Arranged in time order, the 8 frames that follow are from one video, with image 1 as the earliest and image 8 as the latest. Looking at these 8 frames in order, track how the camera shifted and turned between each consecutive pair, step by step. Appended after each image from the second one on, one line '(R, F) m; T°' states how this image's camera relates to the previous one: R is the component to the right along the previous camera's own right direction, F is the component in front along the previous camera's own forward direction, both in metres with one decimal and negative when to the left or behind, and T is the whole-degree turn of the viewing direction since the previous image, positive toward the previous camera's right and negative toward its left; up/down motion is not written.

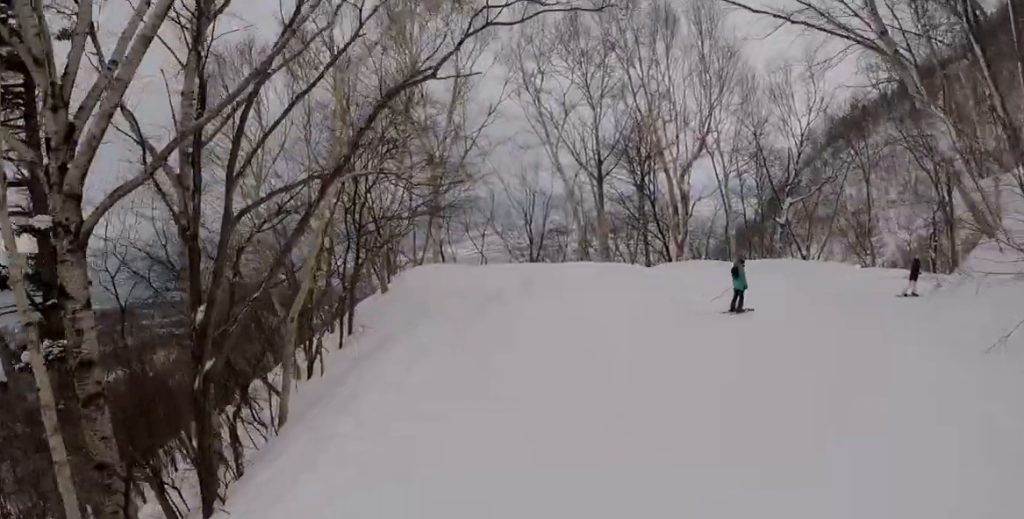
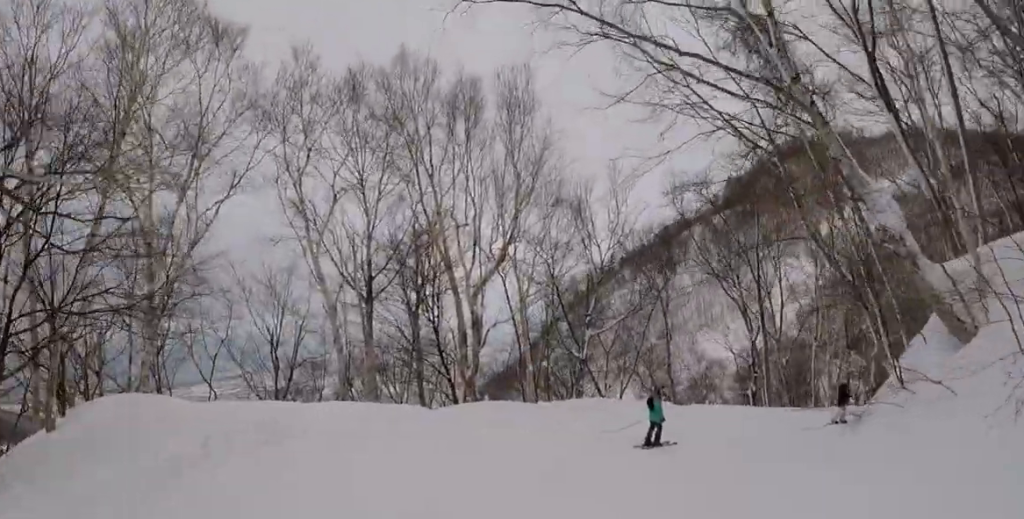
(+0.1, +6.3) m; +15°
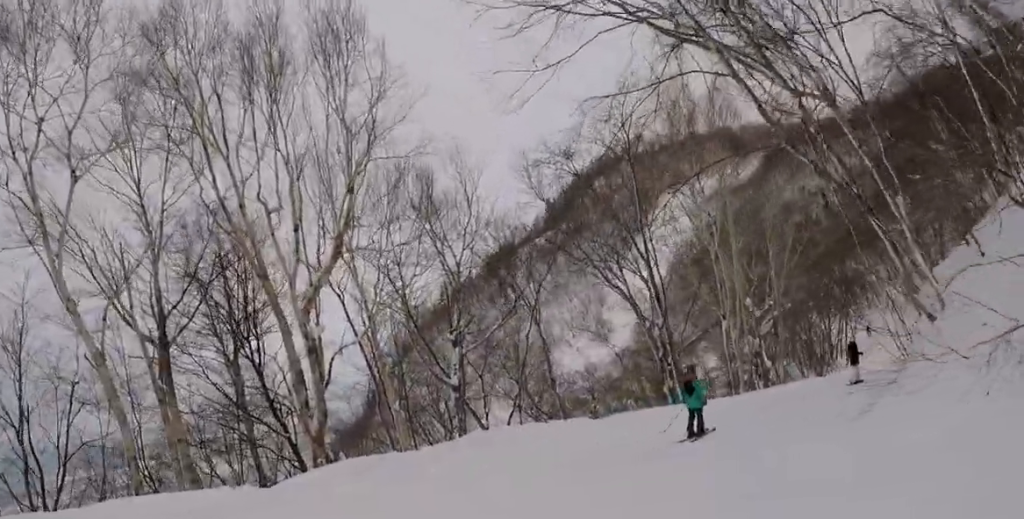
(+0.7, +5.5) m; +22°
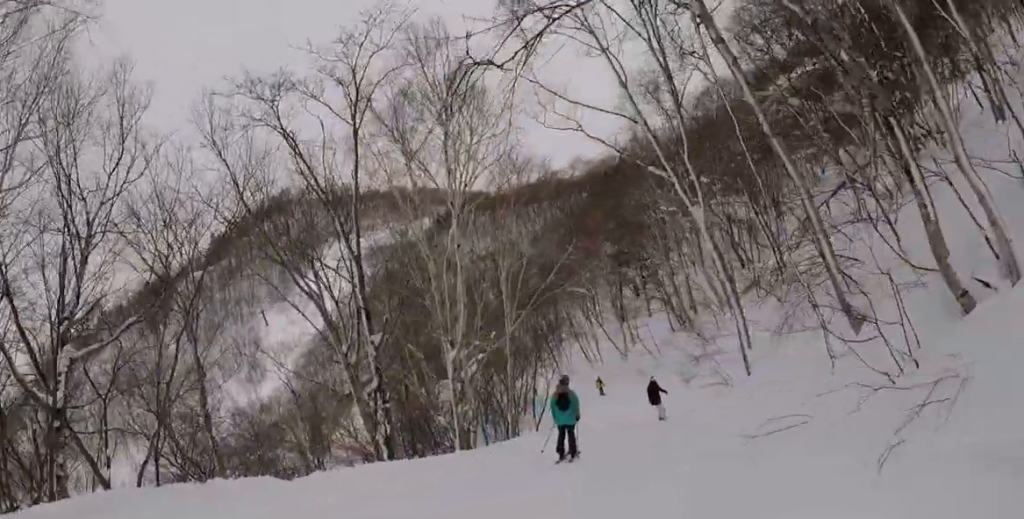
(+2.4, +7.3) m; +19°
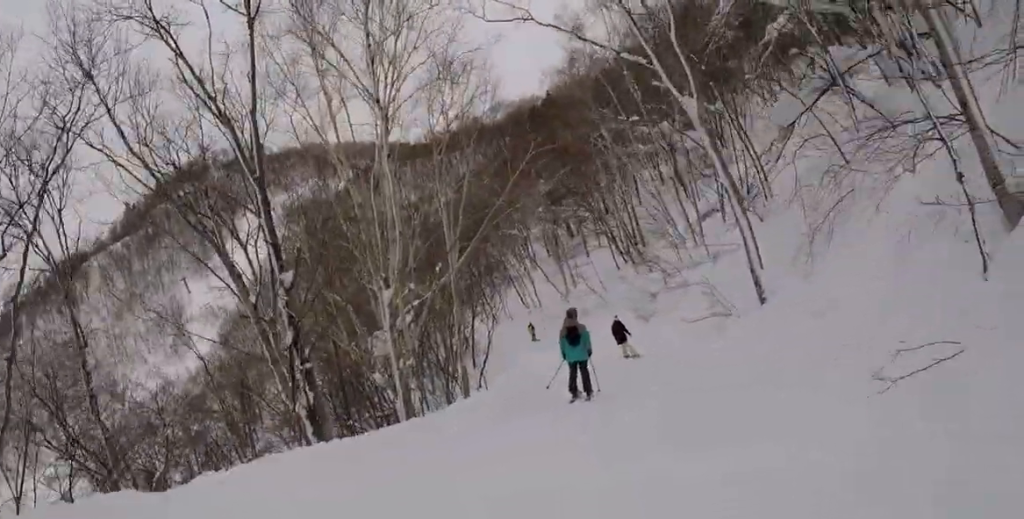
(-0.1, +4.2) m; +1°
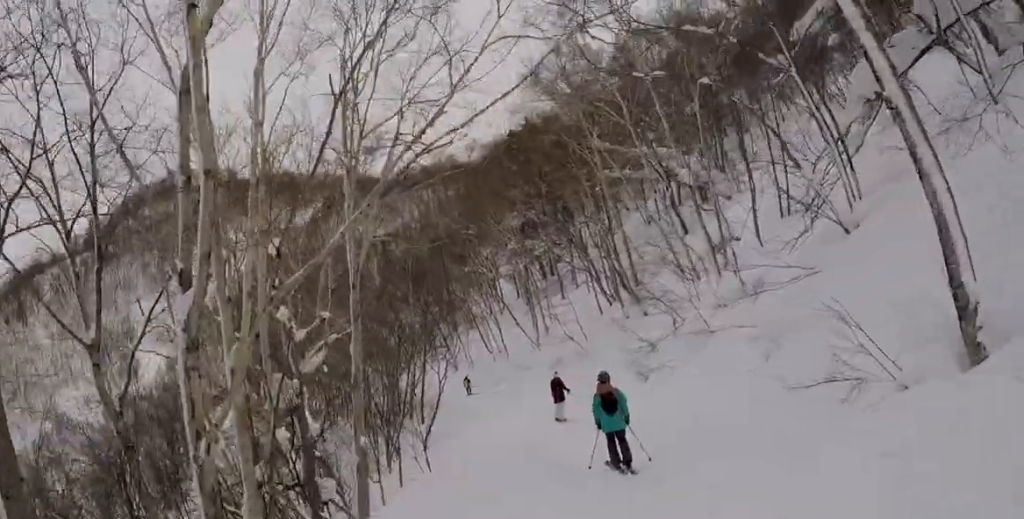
(+0.8, +8.4) m; +15°
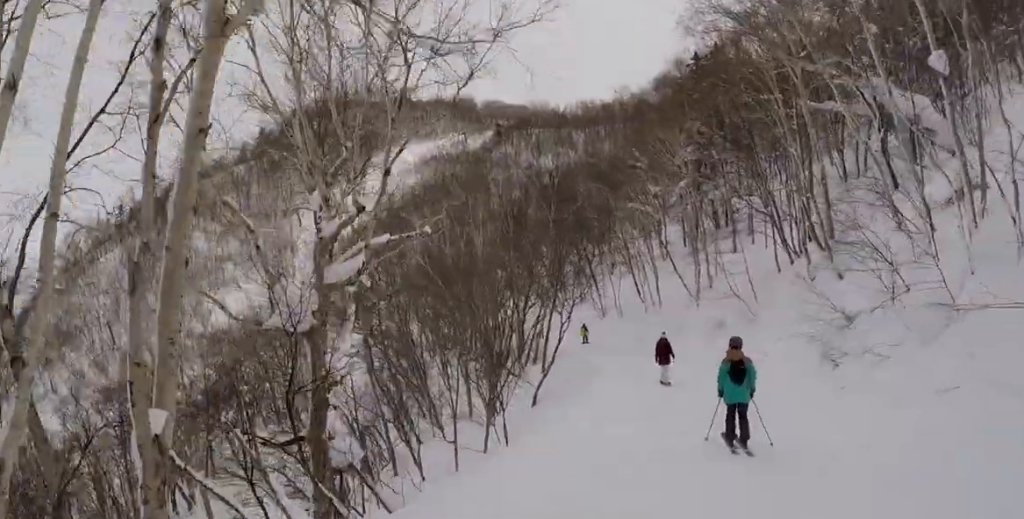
(+1.0, +7.9) m; +6°
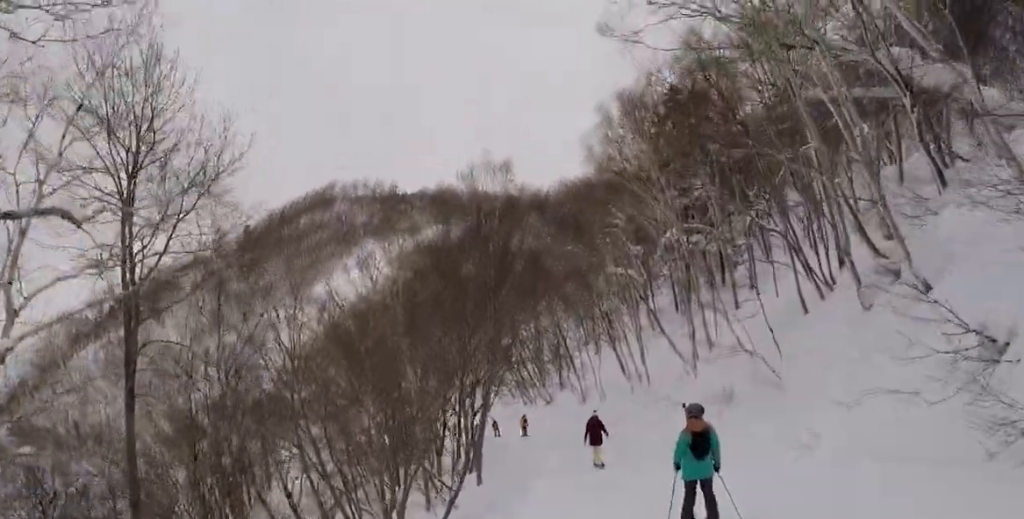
(-0.6, +10.8) m; -6°
